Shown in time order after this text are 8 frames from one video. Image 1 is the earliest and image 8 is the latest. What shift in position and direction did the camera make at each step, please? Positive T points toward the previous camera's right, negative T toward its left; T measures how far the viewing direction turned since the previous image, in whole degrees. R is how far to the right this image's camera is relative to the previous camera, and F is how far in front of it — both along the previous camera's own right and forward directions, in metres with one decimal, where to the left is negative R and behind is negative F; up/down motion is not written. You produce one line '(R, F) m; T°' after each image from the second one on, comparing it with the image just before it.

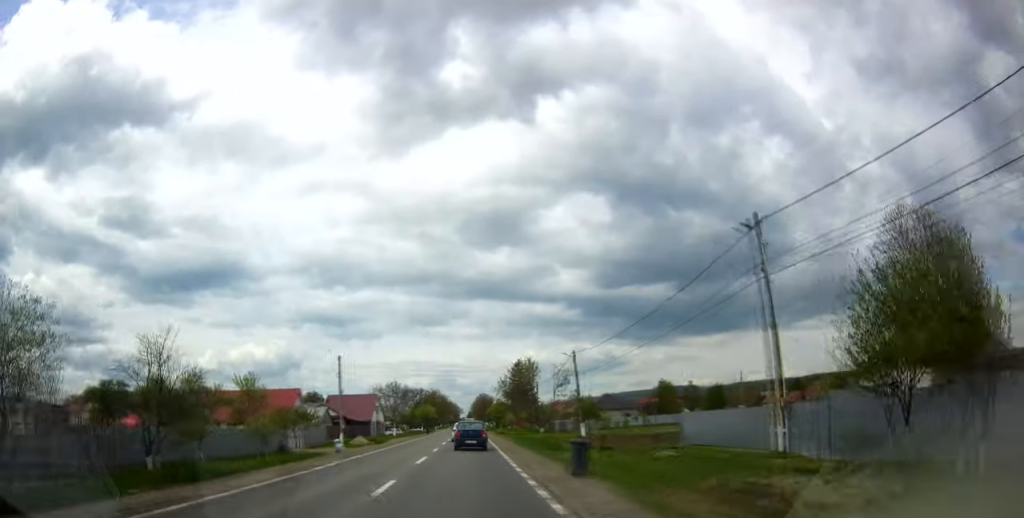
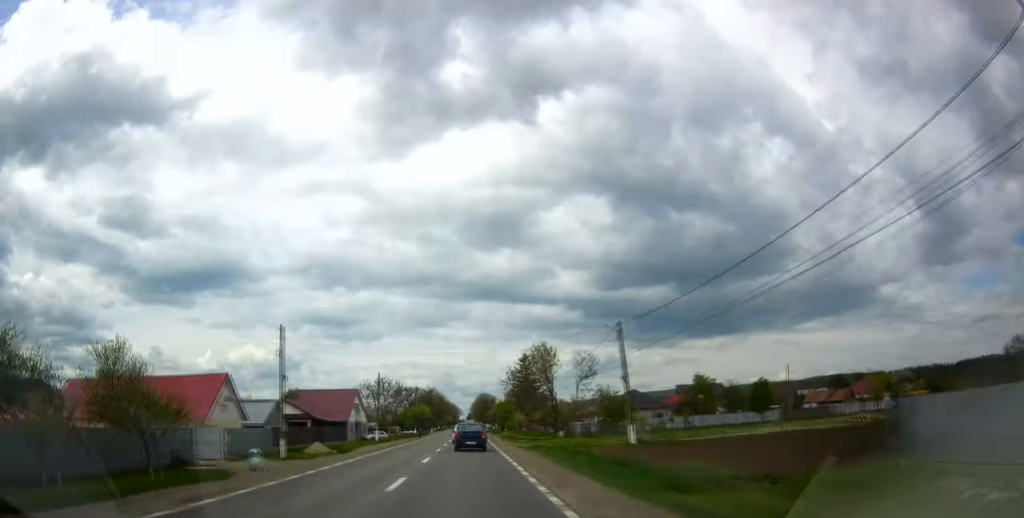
(0.0, +16.1) m; -1°
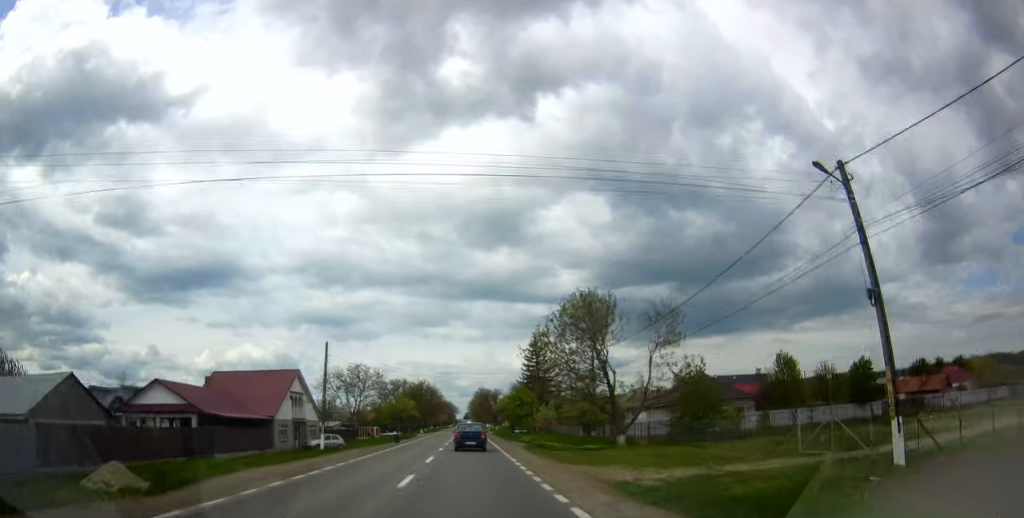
(+0.2, +25.4) m; +1°
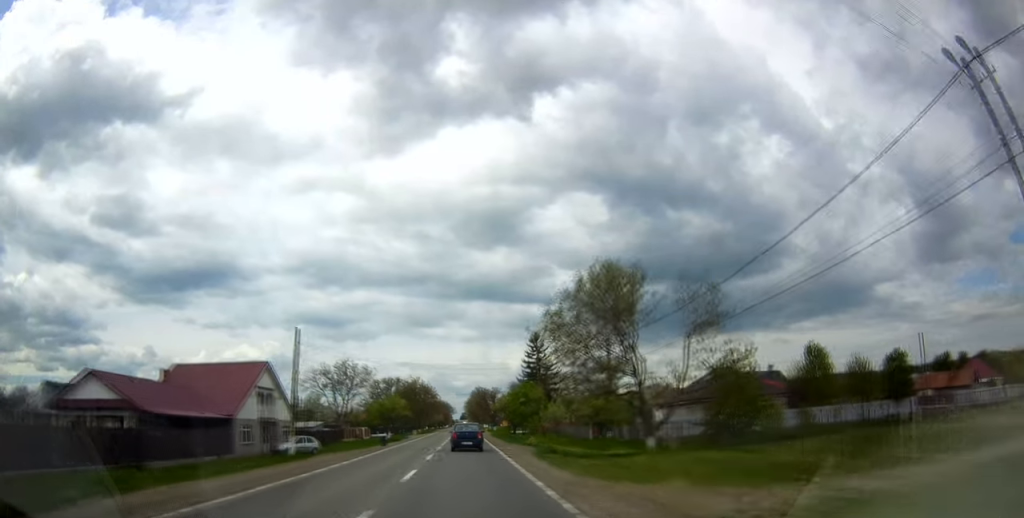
(+0.3, +6.9) m; 0°
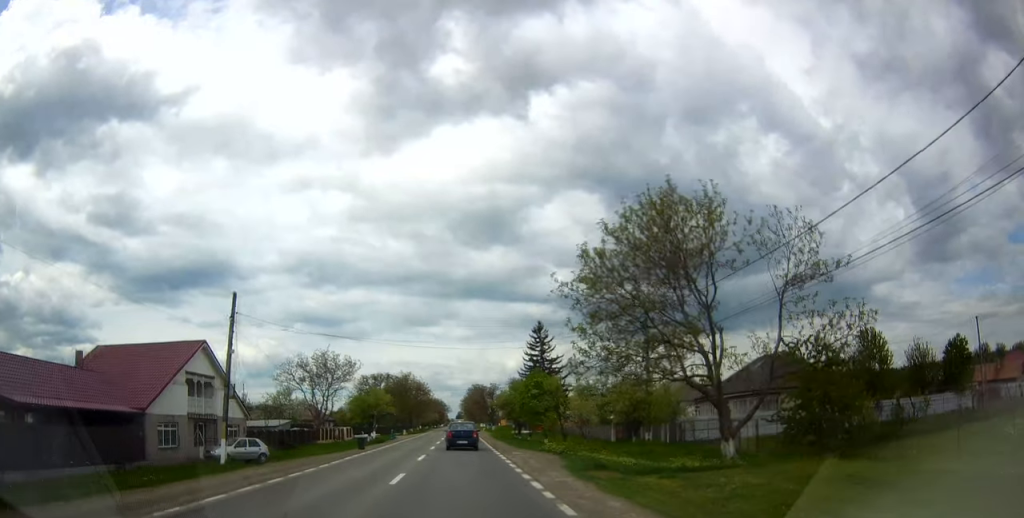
(-0.3, +10.3) m; 0°
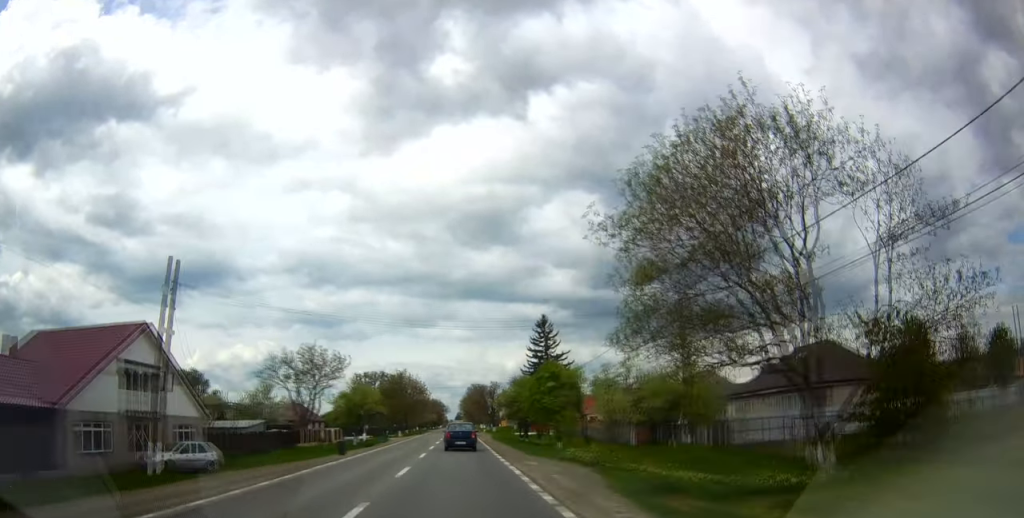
(-0.3, +6.5) m; 0°
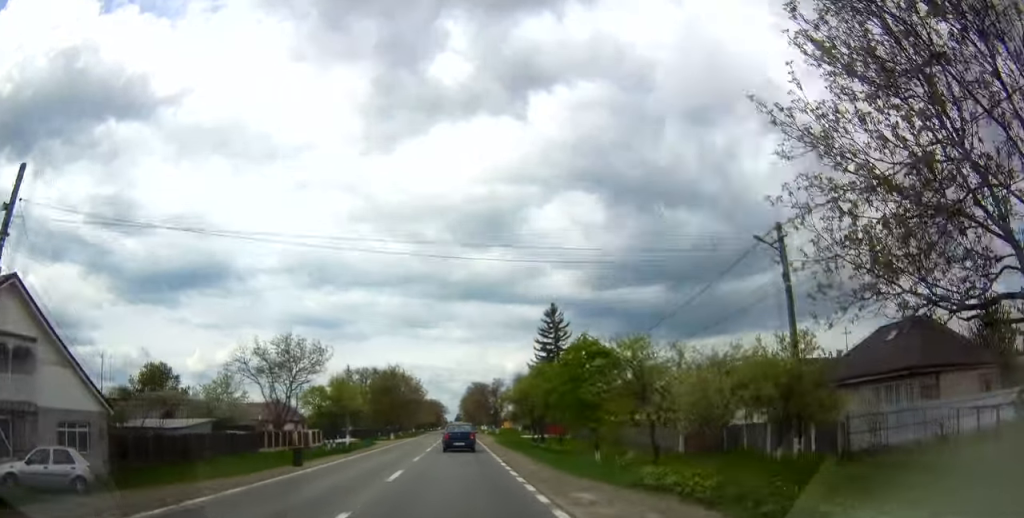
(+0.3, +9.8) m; +1°
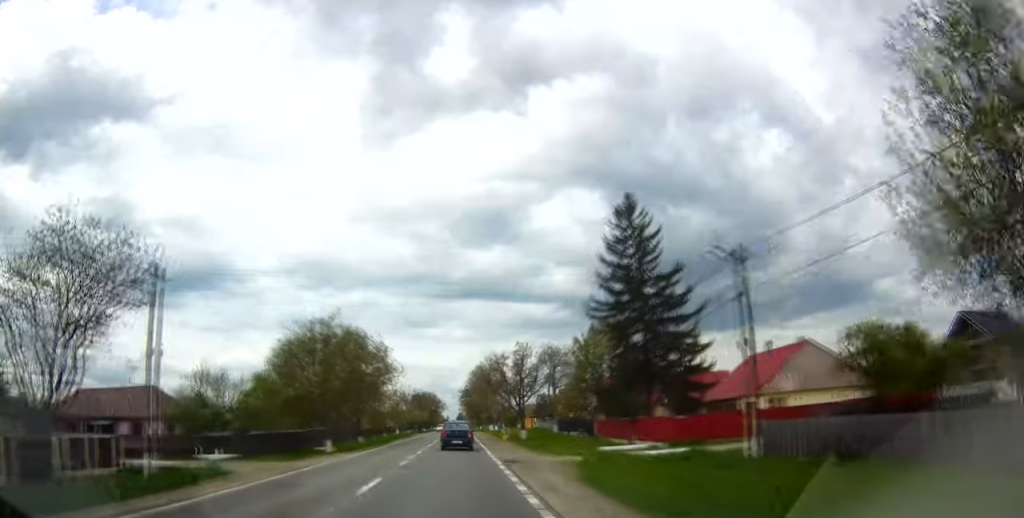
(-0.7, +38.4) m; -2°
